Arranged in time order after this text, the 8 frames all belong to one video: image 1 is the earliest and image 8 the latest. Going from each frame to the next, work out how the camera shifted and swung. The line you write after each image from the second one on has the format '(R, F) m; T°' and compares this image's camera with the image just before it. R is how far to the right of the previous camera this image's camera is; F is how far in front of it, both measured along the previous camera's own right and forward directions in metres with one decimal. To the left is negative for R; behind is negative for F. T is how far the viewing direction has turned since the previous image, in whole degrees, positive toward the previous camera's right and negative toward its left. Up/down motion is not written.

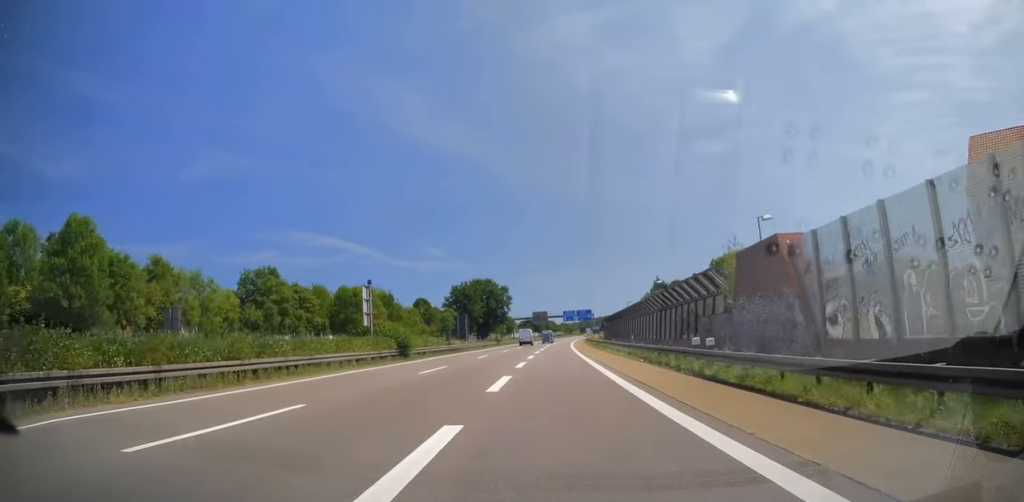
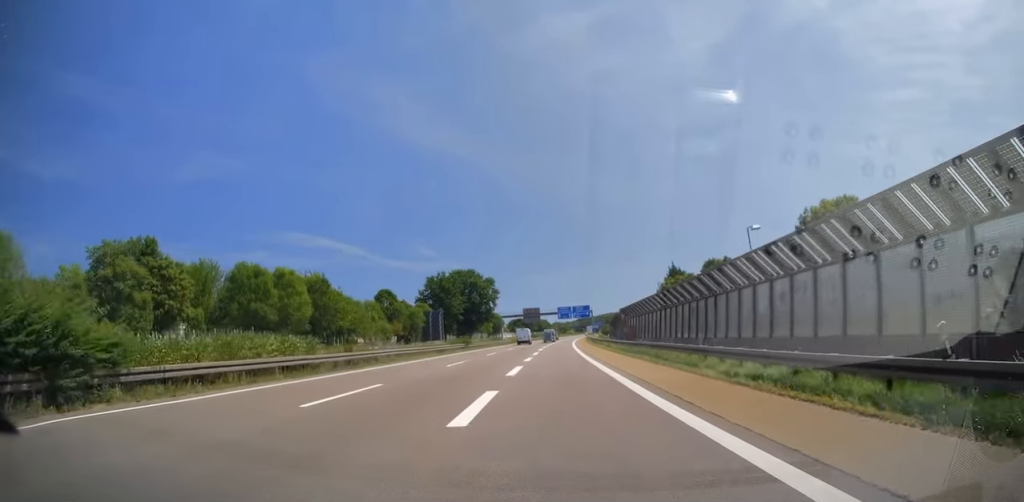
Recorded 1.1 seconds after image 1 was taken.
(+0.1, +30.1) m; +1°
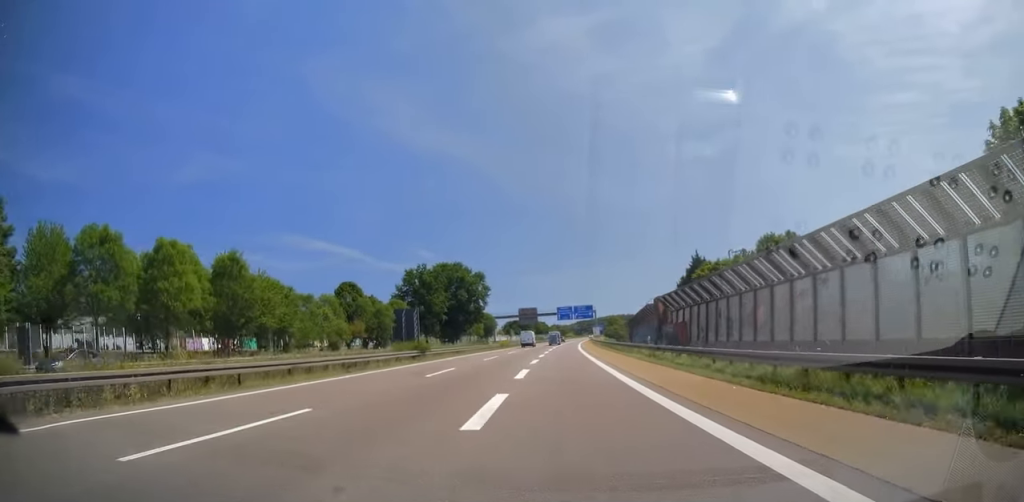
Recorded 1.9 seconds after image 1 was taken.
(+0.3, +24.0) m; 0°
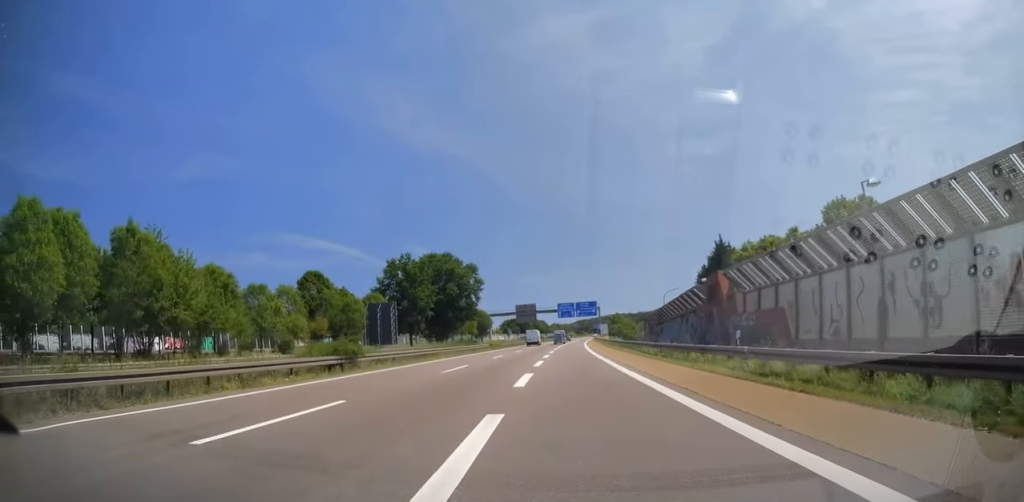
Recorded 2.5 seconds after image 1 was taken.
(+0.1, +16.5) m; 0°
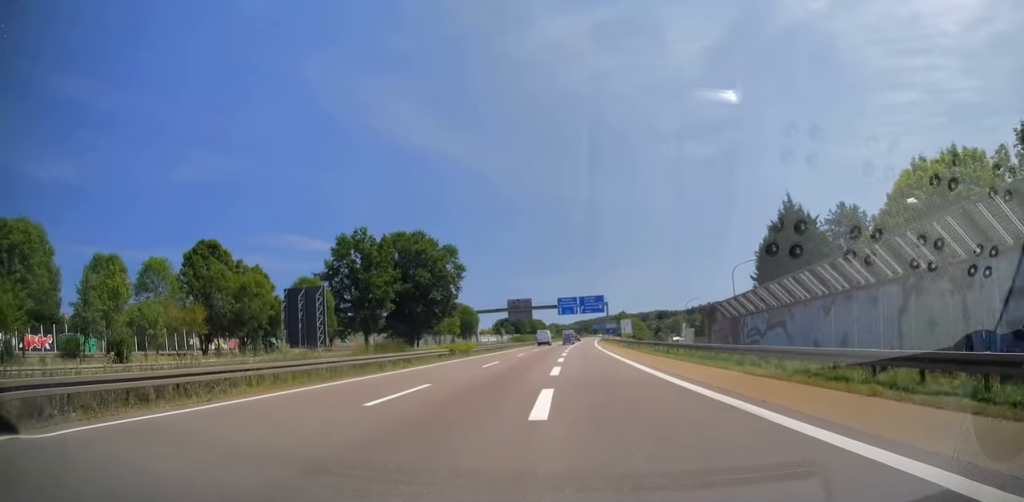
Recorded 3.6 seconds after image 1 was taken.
(-0.2, +30.6) m; 0°
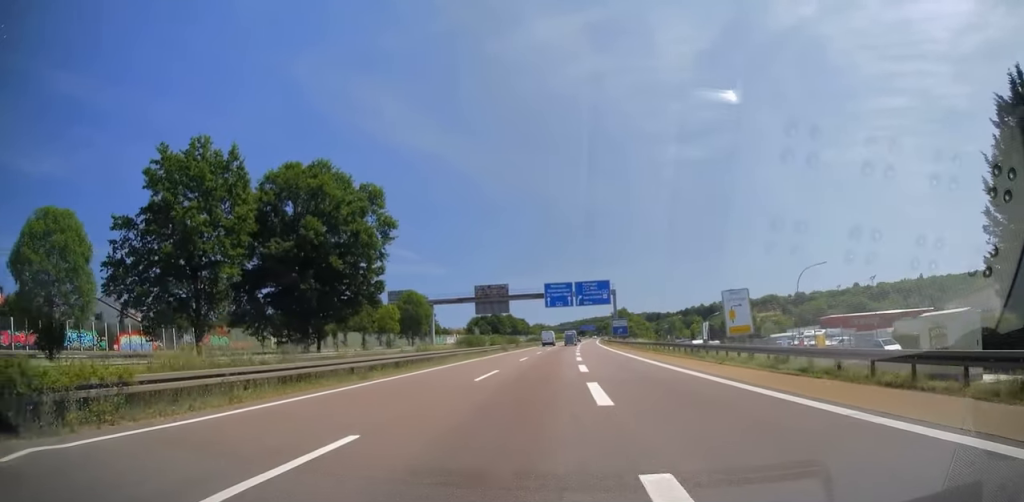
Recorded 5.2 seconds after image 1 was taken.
(+0.6, +46.1) m; +1°
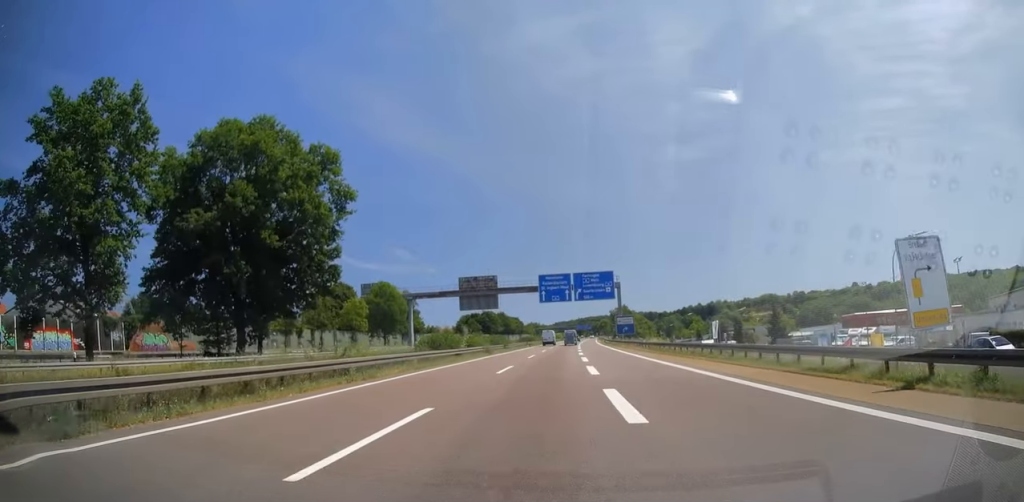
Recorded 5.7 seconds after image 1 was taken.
(0.0, +14.6) m; 0°
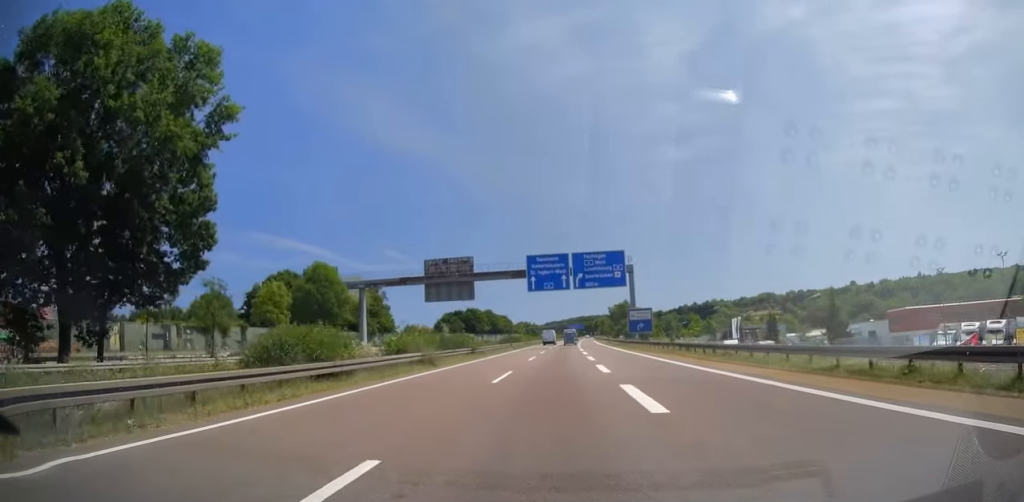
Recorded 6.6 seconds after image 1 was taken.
(+0.1, +23.0) m; +1°
